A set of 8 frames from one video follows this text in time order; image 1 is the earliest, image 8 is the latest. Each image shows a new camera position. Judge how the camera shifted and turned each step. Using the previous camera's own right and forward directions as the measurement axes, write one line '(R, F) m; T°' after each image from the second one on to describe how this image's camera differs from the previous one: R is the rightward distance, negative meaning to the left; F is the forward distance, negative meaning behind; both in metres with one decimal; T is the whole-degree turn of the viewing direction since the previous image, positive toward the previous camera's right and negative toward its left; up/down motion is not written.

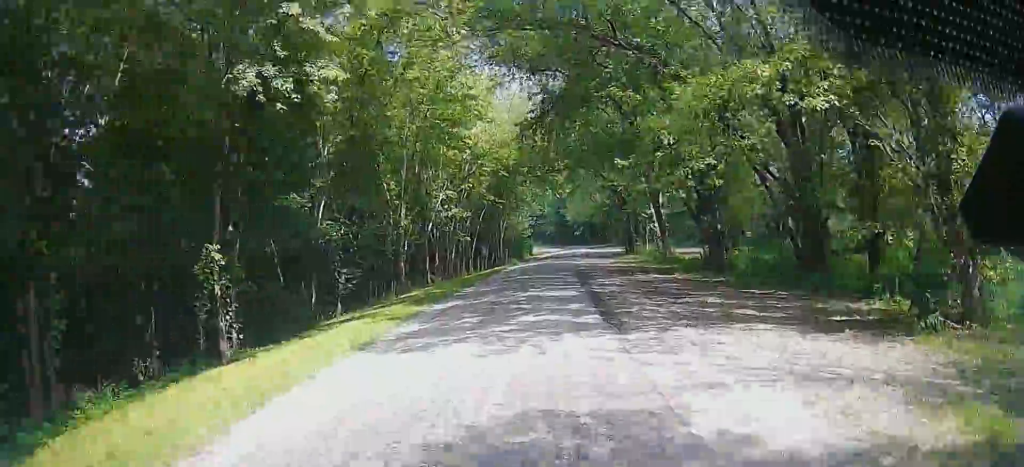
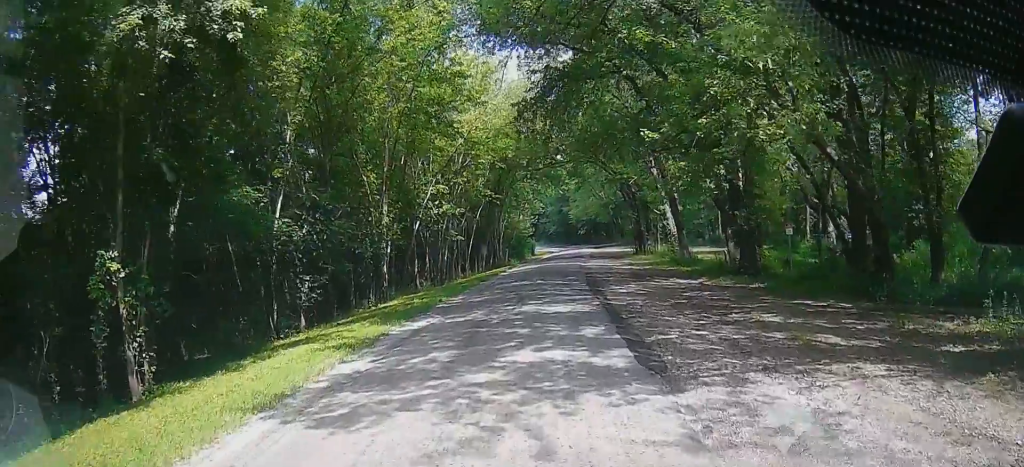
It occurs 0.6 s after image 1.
(0.0, +5.5) m; 0°
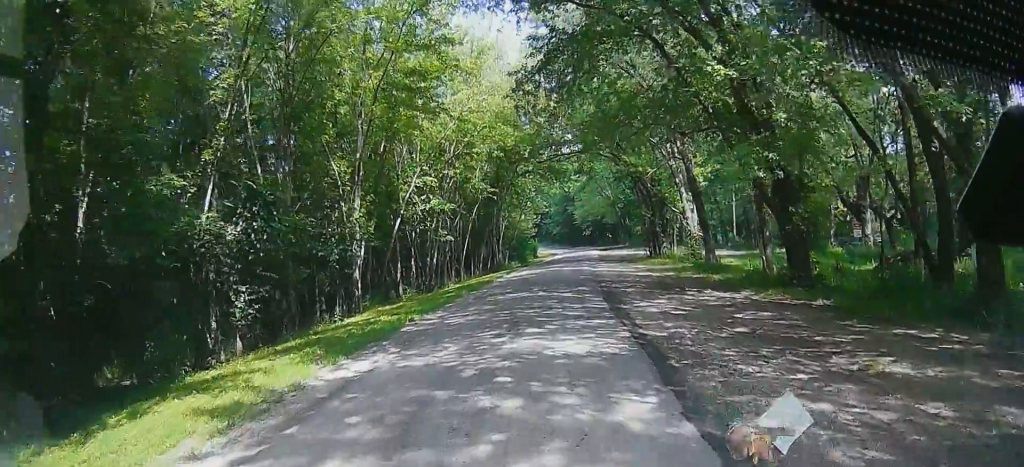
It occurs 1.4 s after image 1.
(0.0, +6.5) m; 0°
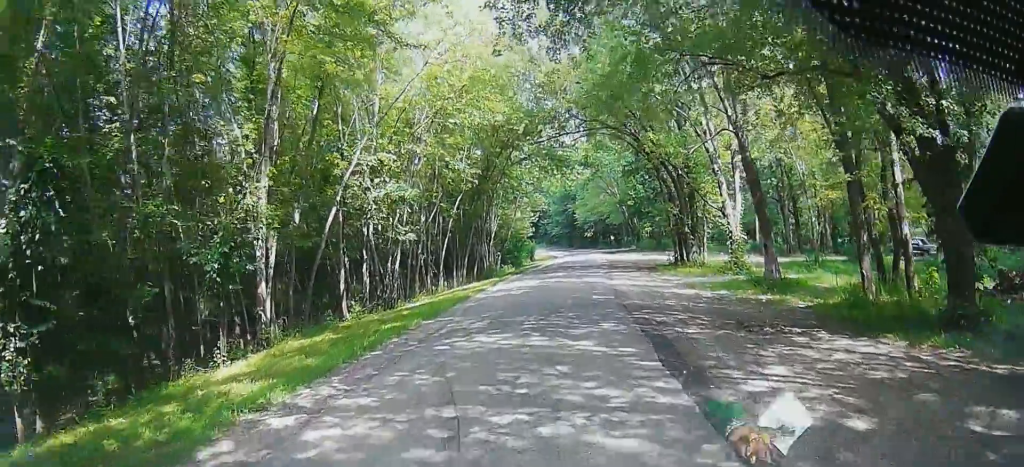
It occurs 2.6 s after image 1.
(0.0, +11.8) m; +2°
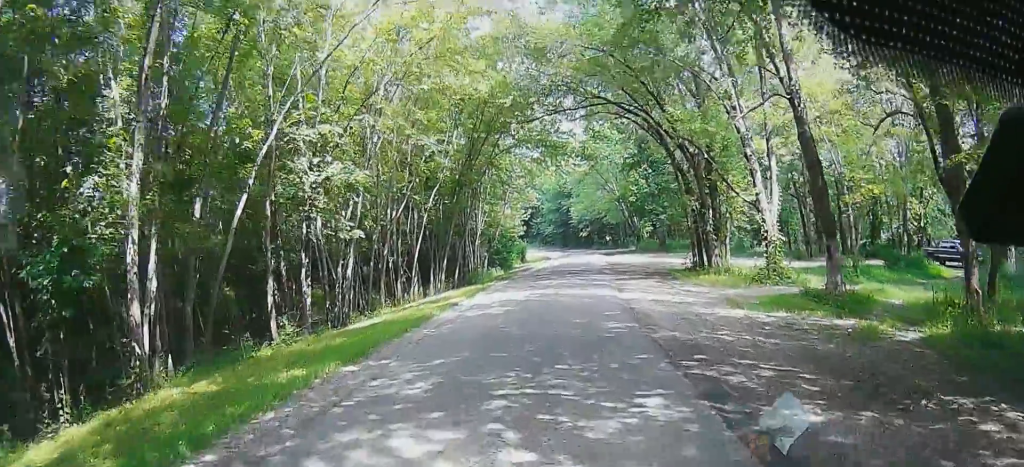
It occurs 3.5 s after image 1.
(+0.2, +8.4) m; +4°
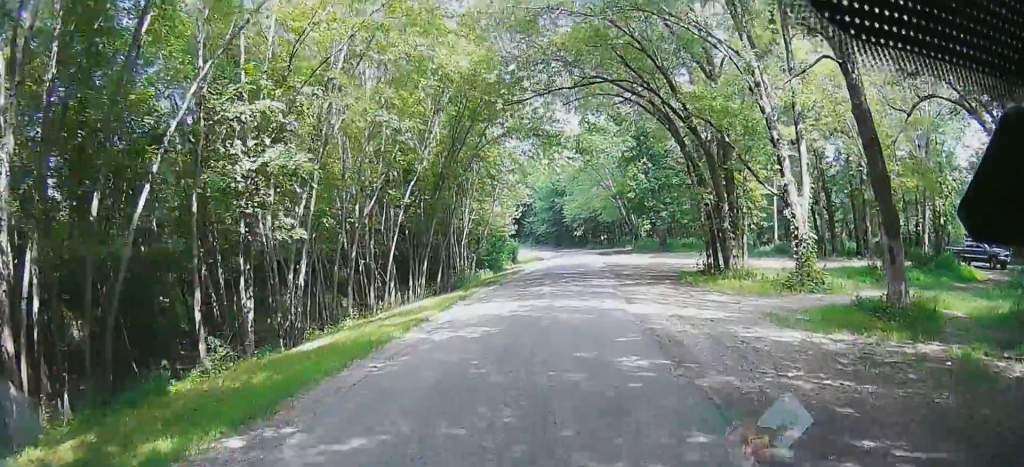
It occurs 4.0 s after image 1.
(+0.4, +5.3) m; +2°
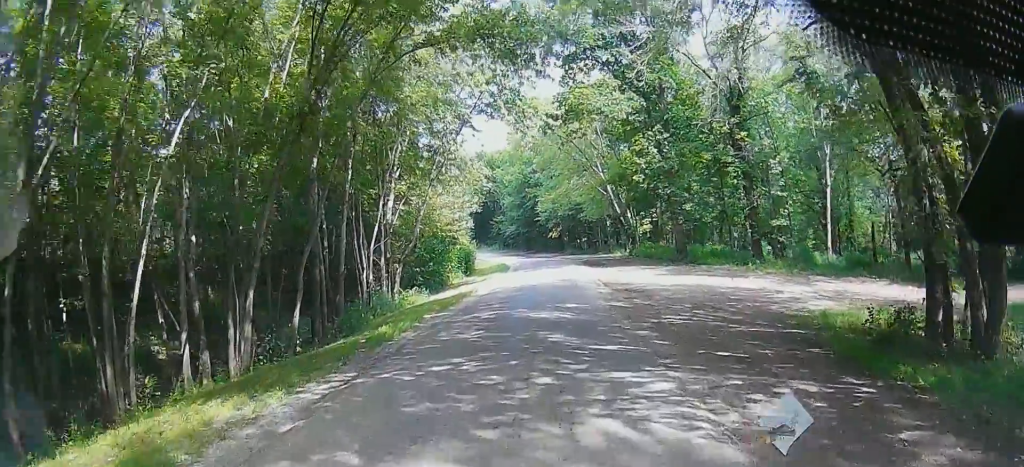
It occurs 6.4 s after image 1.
(-1.6, +24.6) m; -9°
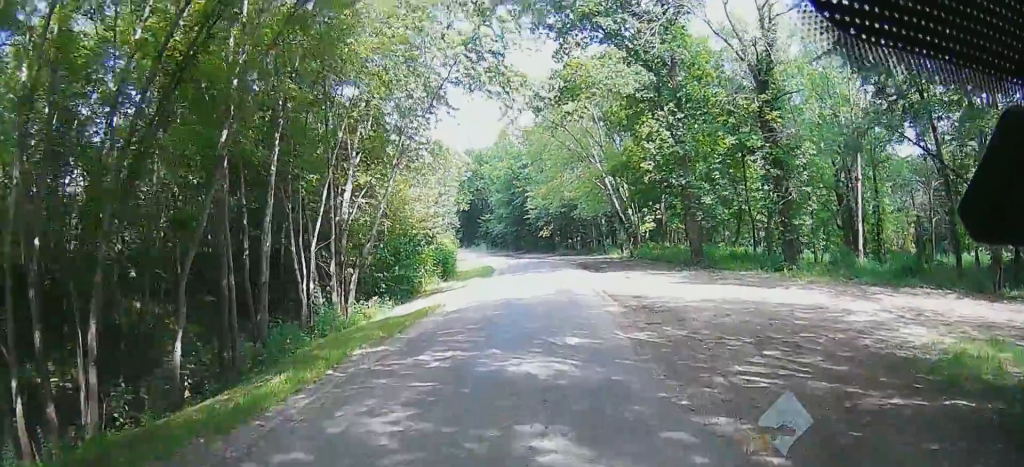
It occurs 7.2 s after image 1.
(0.0, +6.0) m; -2°
